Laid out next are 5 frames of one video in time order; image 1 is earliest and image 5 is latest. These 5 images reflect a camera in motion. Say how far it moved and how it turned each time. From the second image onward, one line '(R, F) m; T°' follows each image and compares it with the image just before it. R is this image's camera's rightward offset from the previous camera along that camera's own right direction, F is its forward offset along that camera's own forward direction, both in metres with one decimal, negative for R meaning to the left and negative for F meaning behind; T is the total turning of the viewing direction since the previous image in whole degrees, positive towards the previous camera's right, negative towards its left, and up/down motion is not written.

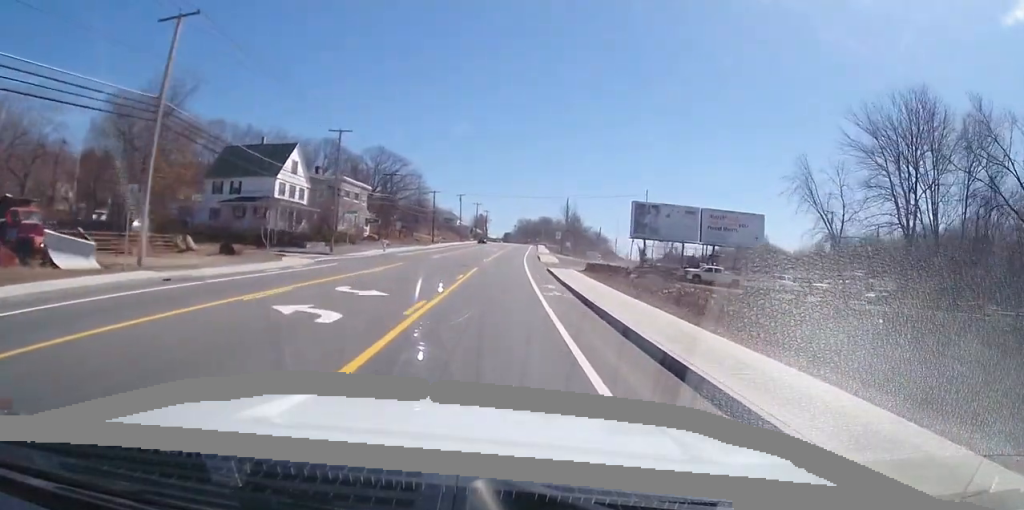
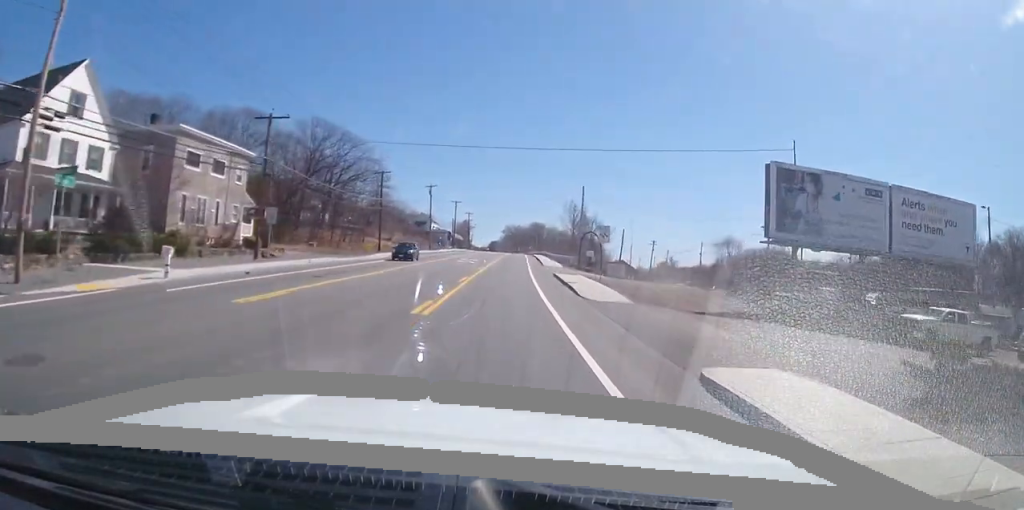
(+0.5, +35.2) m; +2°
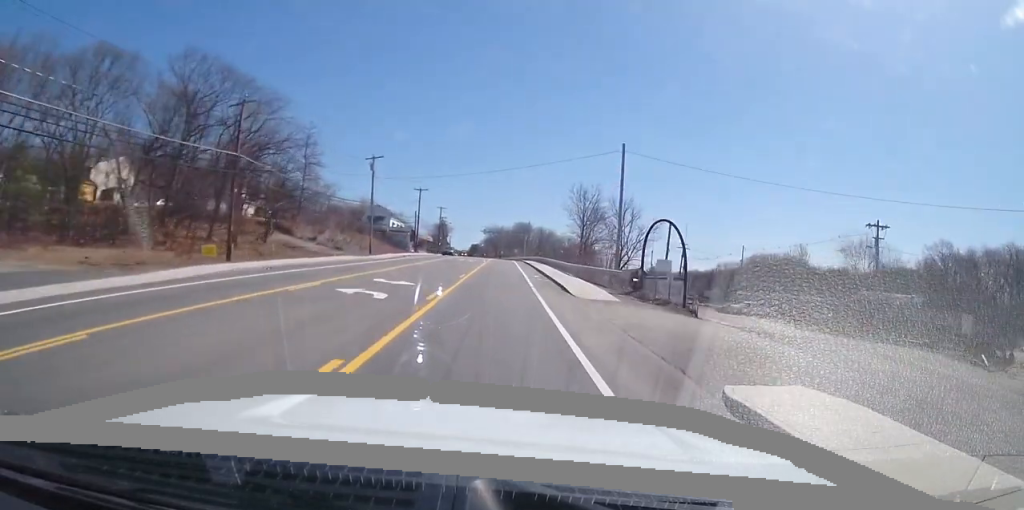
(+0.1, +33.9) m; 0°
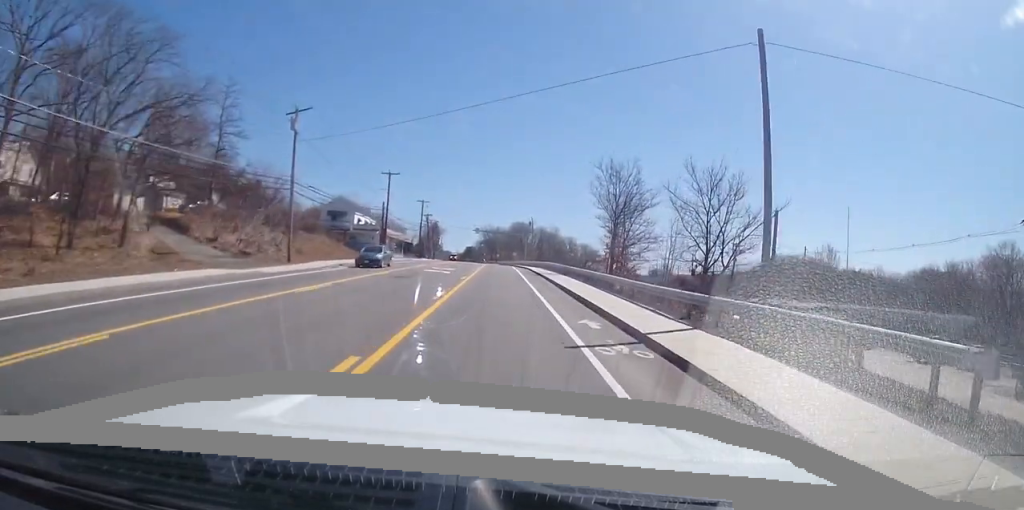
(+0.6, +25.0) m; +2°
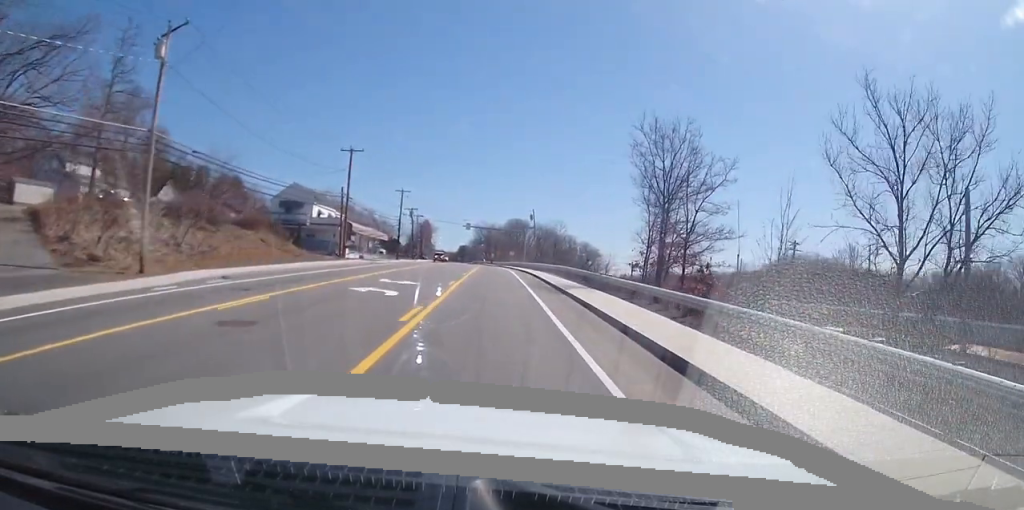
(+0.1, +17.5) m; 0°
